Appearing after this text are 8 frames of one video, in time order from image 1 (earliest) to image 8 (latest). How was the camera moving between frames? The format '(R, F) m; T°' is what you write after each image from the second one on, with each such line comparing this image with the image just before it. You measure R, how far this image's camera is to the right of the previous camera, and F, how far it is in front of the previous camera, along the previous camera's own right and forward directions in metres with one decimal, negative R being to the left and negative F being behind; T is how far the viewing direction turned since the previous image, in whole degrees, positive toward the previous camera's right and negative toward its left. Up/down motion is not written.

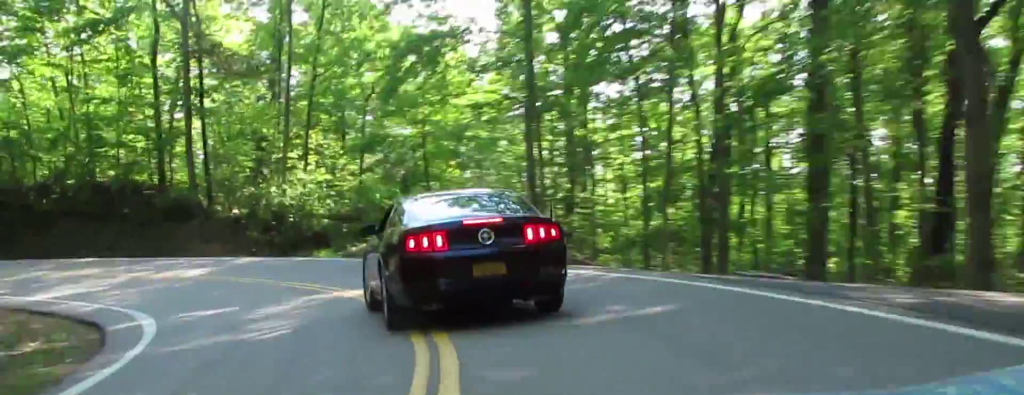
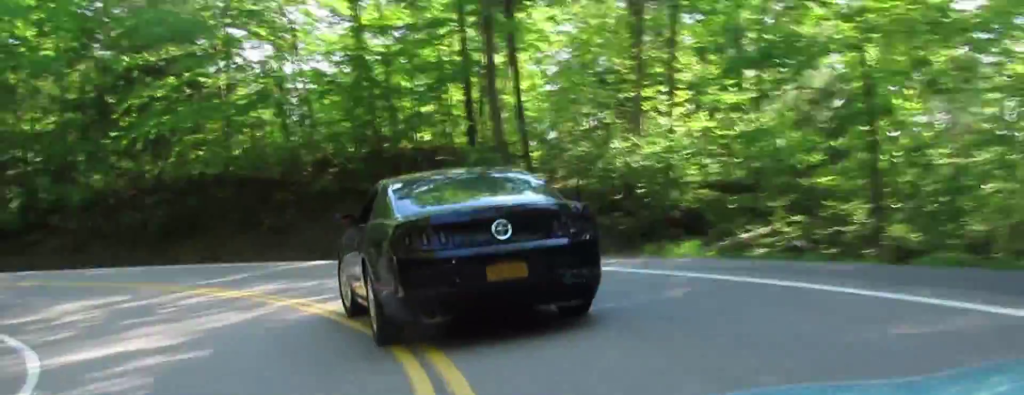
(-4.7, +13.5) m; -45°
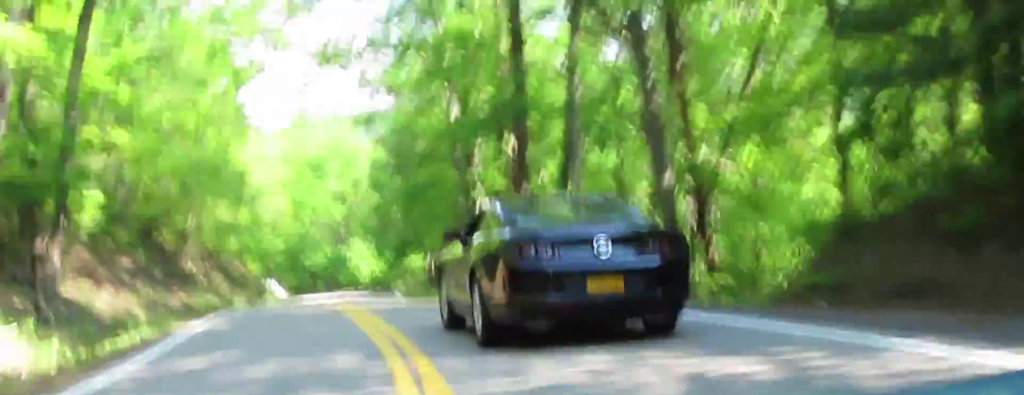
(-9.2, +29.0) m; -7°
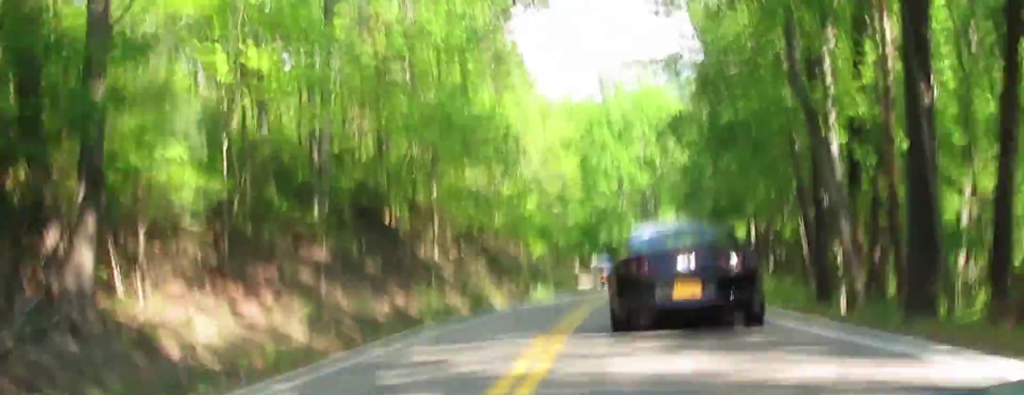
(+1.1, +16.4) m; +4°
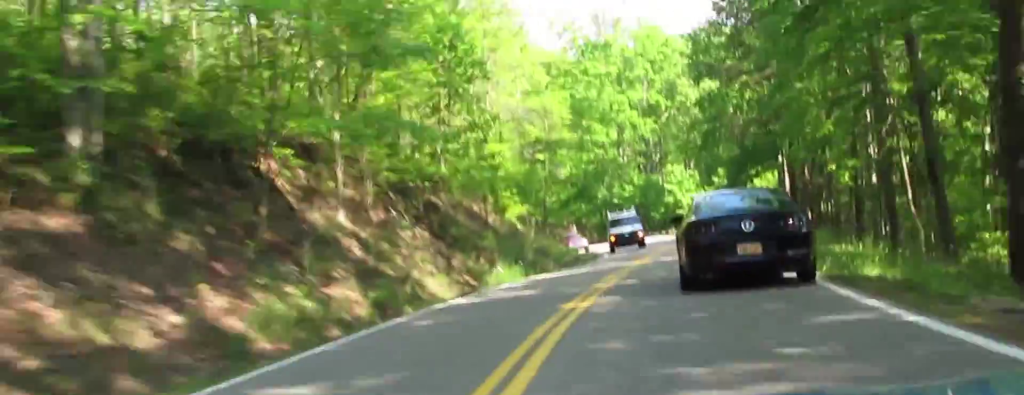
(+0.2, +14.6) m; -1°
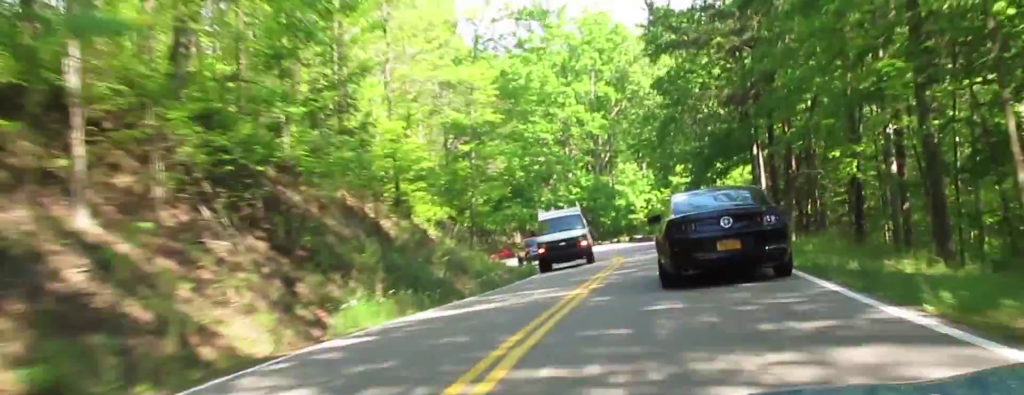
(-0.1, +10.9) m; -2°
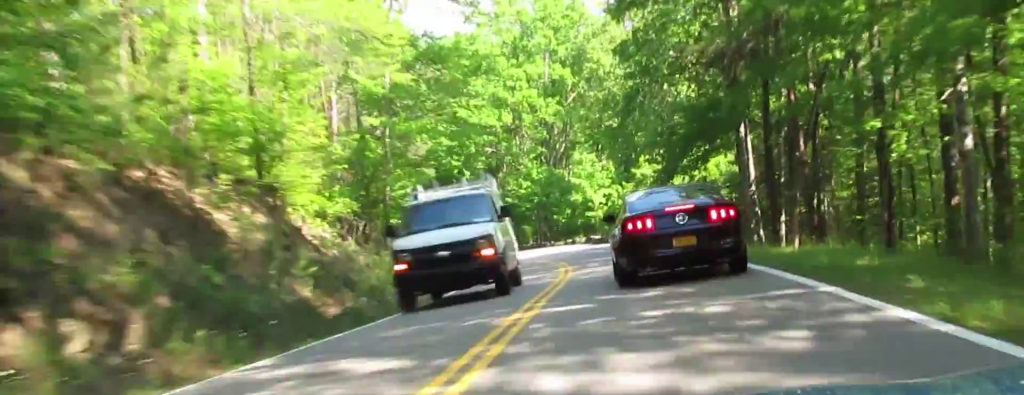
(-0.3, +9.8) m; -3°
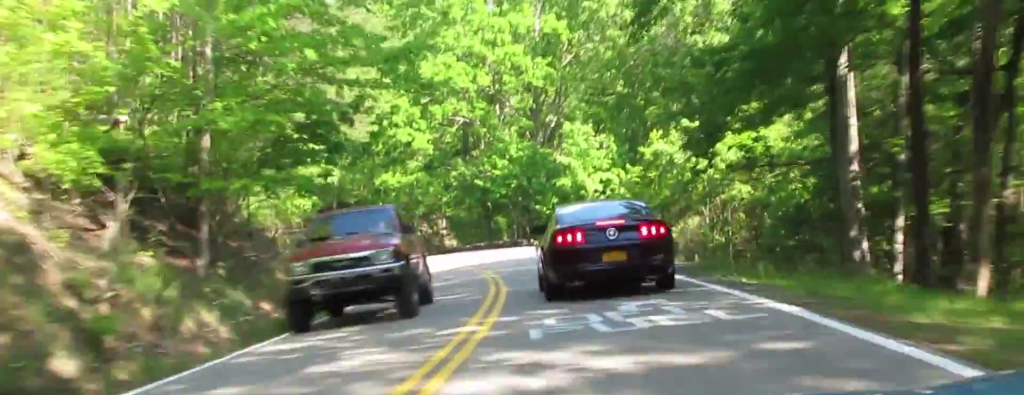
(-0.8, +16.7) m; -6°
